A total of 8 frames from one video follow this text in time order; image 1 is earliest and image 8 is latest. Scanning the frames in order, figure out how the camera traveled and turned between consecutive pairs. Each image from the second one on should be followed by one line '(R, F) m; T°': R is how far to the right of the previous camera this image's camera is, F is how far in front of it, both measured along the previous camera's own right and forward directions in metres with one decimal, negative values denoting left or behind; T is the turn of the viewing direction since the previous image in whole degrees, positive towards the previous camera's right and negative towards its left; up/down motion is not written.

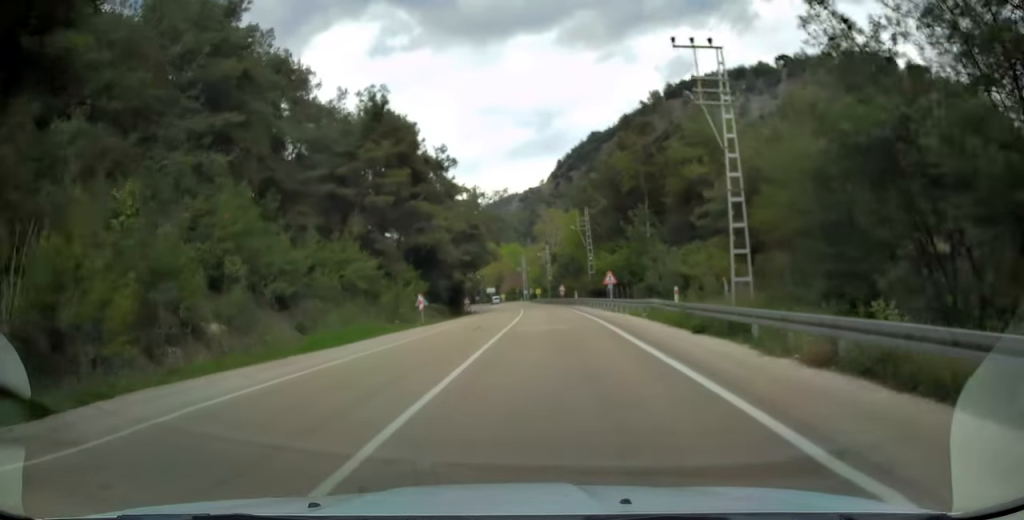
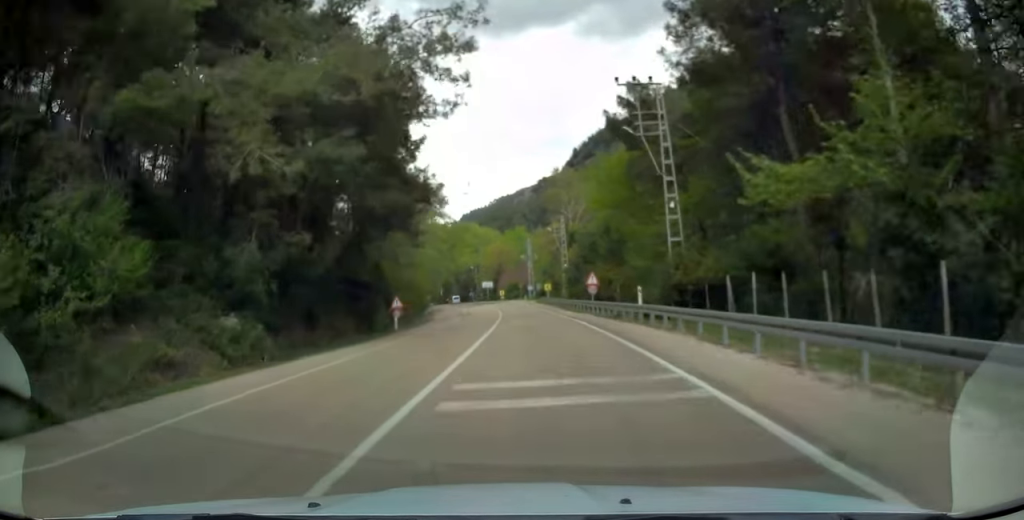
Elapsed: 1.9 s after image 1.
(+0.4, +40.3) m; 0°
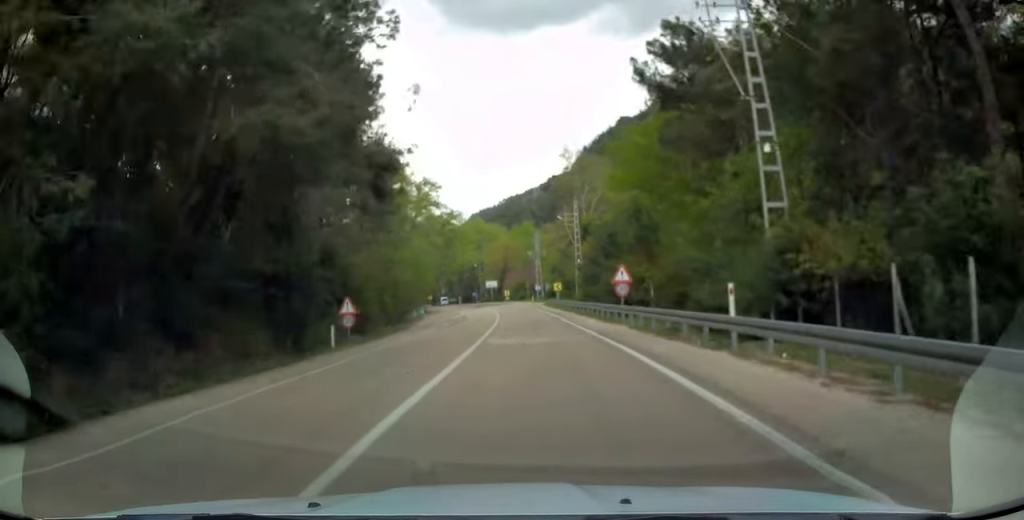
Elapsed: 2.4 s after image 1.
(0.0, +10.9) m; -1°
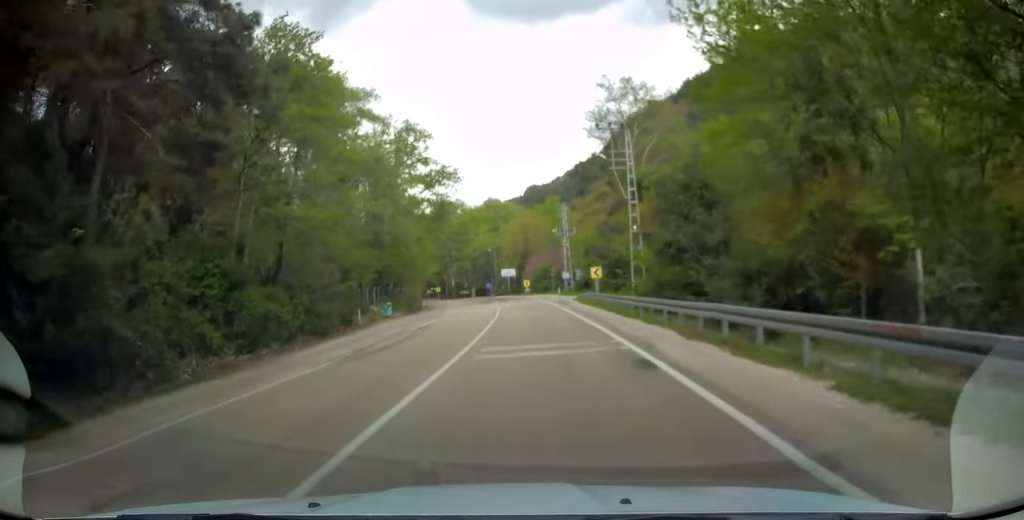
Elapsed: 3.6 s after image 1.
(-0.5, +23.4) m; -3°
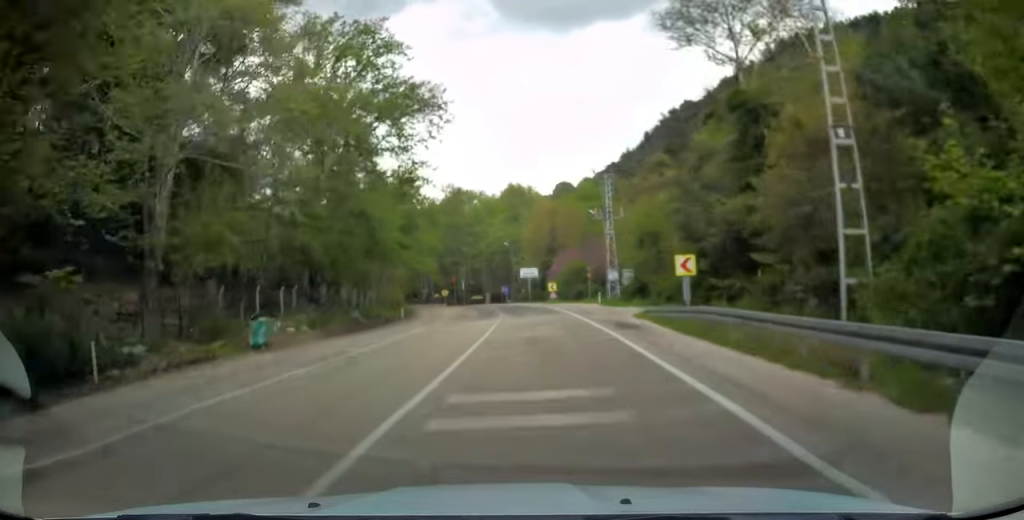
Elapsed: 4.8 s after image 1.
(-0.6, +22.9) m; -2°
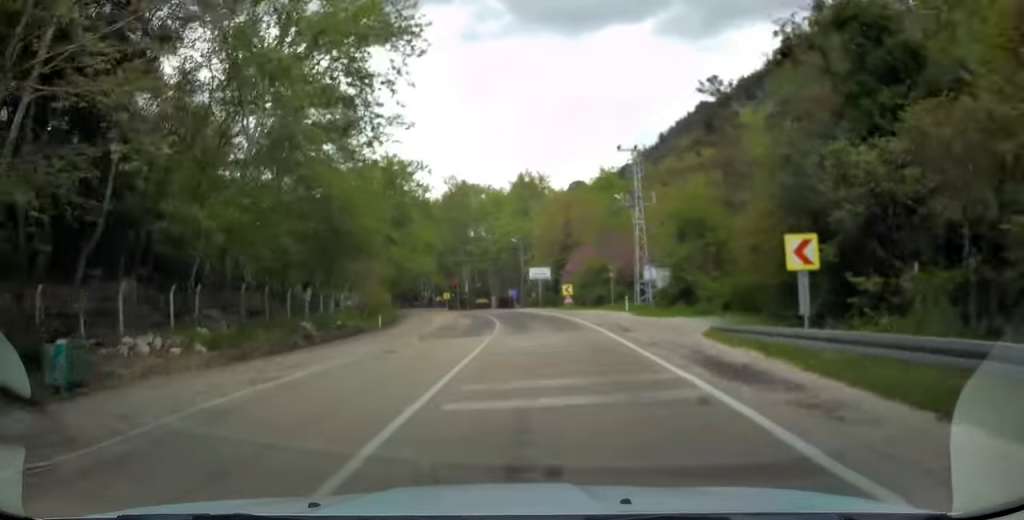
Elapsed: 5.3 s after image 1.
(-0.1, +10.4) m; -1°
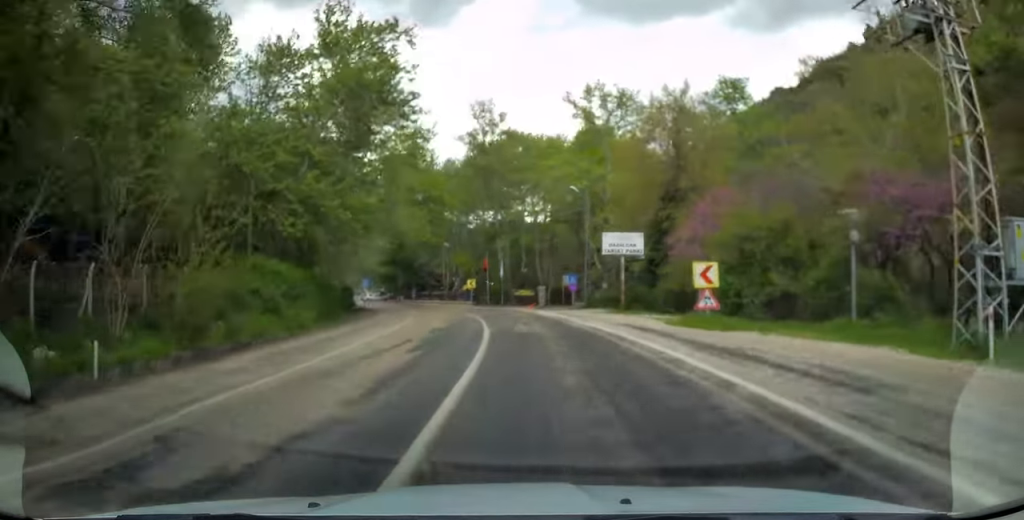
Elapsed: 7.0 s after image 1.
(-1.4, +31.7) m; -6°
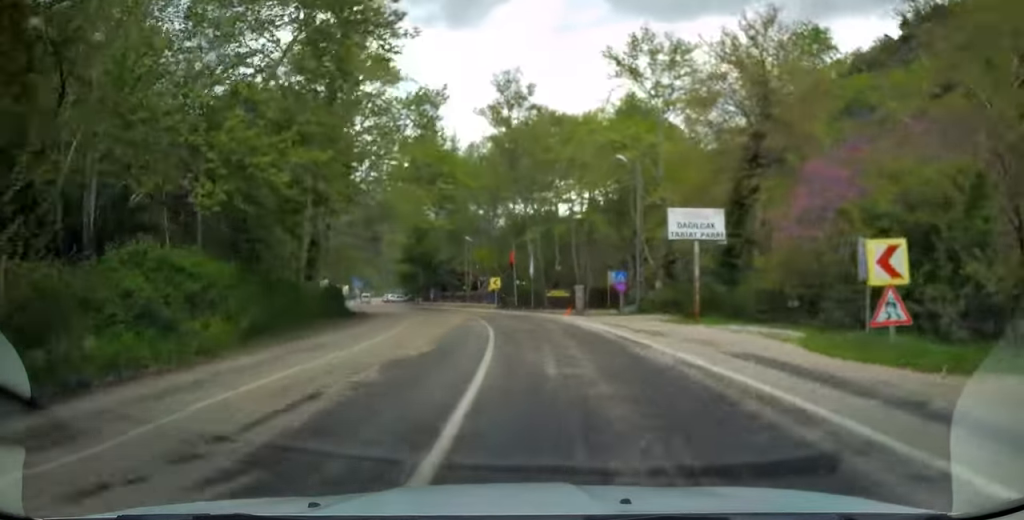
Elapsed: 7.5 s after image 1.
(-0.2, +9.7) m; -2°
